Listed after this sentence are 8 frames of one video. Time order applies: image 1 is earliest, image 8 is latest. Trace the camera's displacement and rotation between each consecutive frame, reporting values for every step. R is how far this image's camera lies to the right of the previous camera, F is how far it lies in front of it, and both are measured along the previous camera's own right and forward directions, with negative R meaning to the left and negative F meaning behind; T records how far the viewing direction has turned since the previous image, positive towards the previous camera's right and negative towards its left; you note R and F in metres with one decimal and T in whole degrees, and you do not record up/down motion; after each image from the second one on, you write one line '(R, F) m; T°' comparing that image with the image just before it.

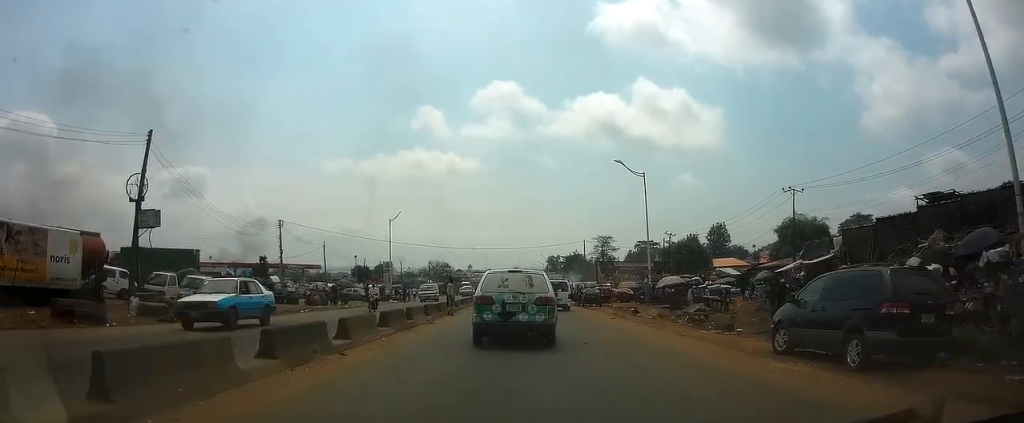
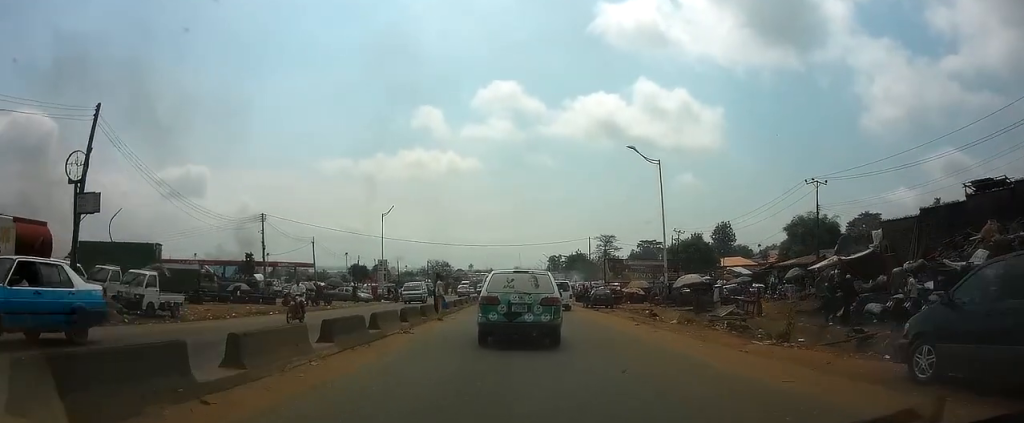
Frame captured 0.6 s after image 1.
(0.0, +5.0) m; 0°
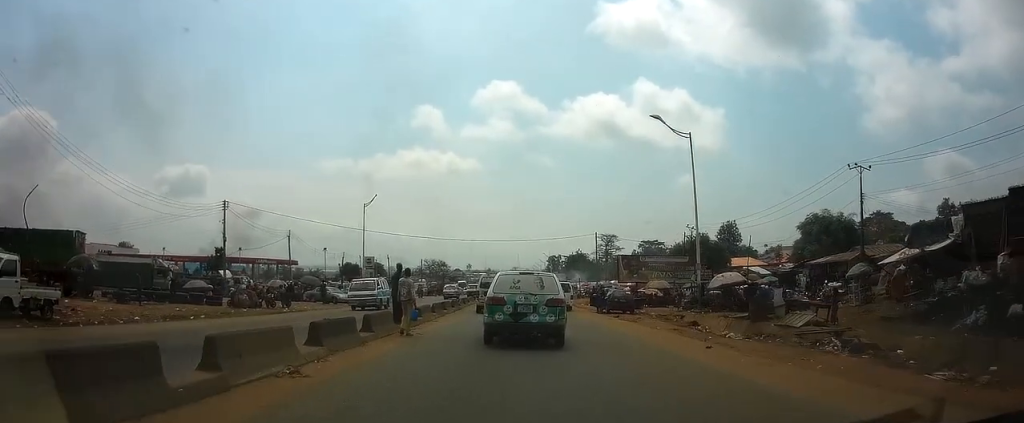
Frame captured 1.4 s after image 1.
(0.0, +7.7) m; 0°
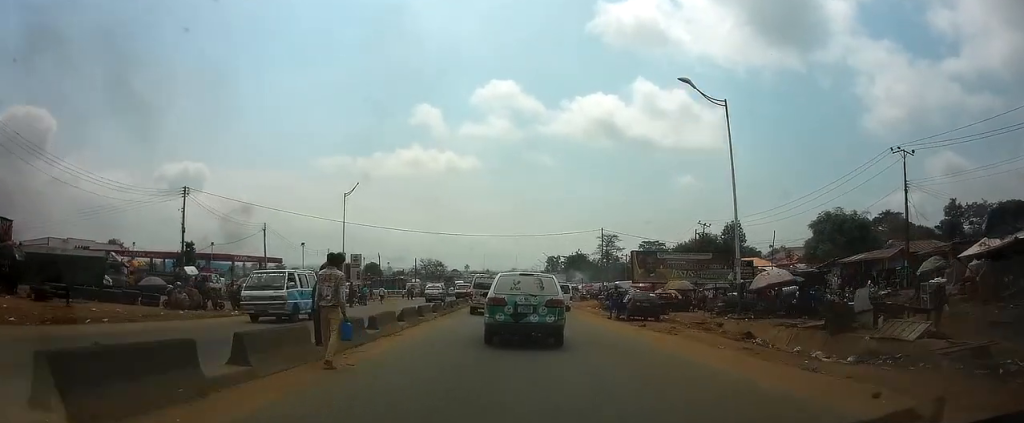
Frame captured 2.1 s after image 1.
(+0.1, +6.7) m; -1°
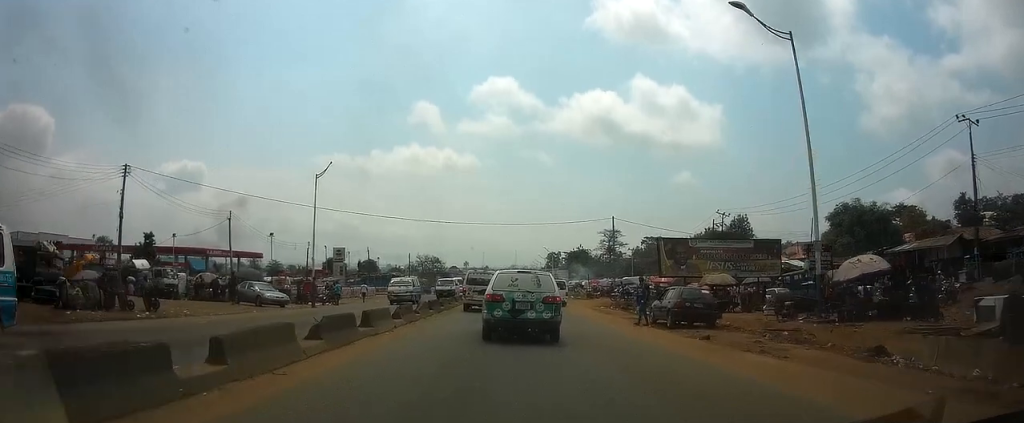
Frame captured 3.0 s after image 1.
(-0.1, +8.0) m; -1°
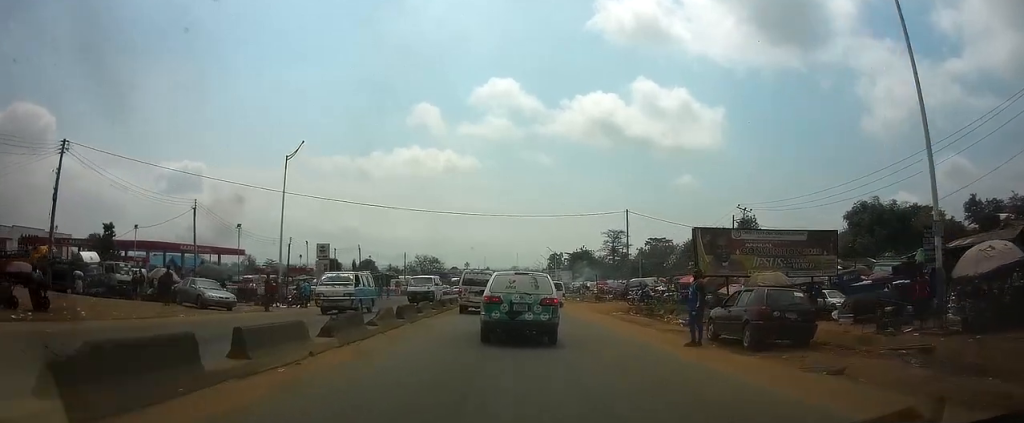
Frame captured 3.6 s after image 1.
(-0.1, +6.7) m; -1°
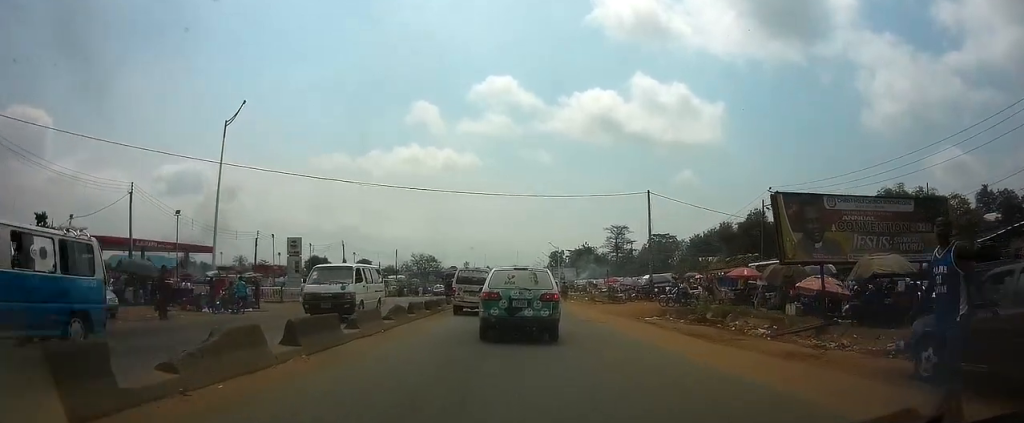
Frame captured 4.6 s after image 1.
(-0.1, +9.2) m; -1°
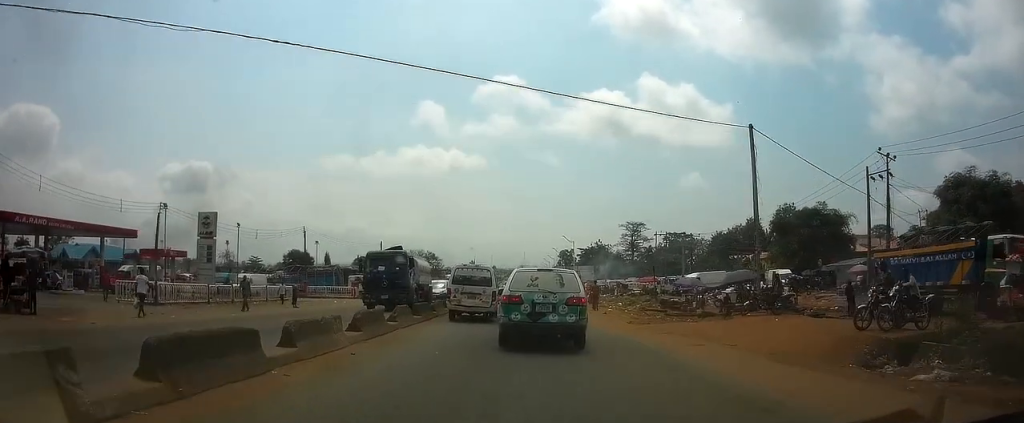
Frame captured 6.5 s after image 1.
(0.0, +18.6) m; 0°
